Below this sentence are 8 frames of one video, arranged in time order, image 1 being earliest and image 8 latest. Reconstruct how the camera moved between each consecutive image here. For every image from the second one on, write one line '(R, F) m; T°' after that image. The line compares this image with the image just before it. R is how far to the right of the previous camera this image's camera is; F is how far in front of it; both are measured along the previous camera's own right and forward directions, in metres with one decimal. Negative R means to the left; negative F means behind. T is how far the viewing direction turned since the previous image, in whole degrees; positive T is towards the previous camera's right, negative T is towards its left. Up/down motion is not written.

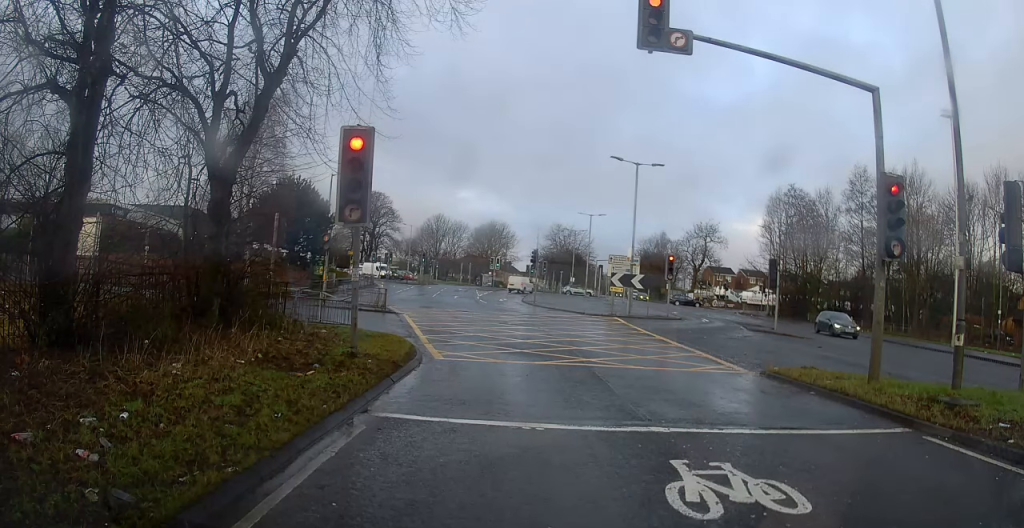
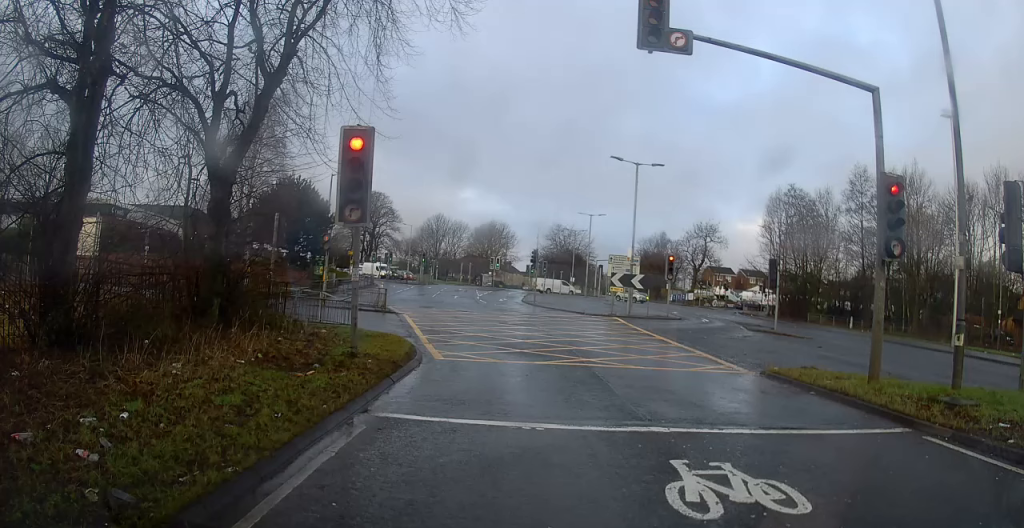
(0.0, 0.0) m; 0°
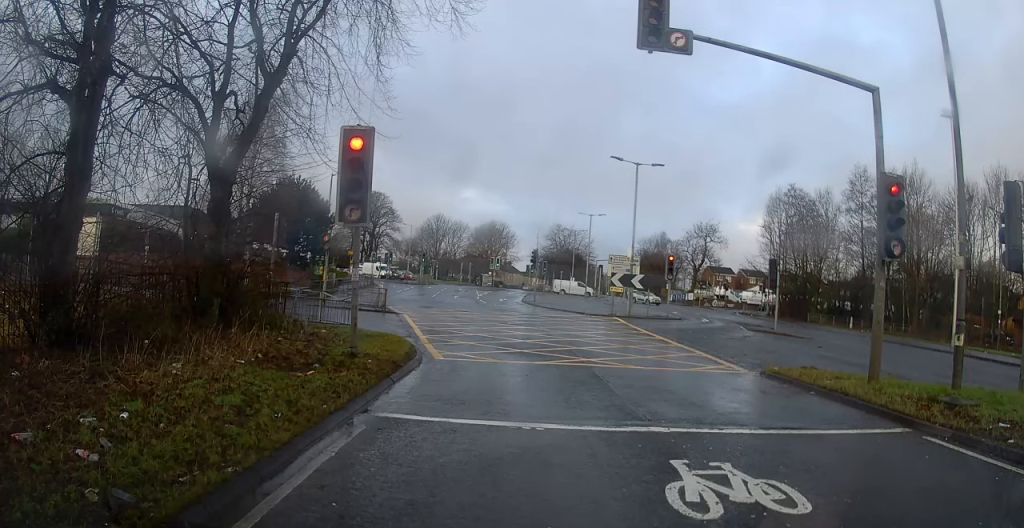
(0.0, 0.0) m; 0°
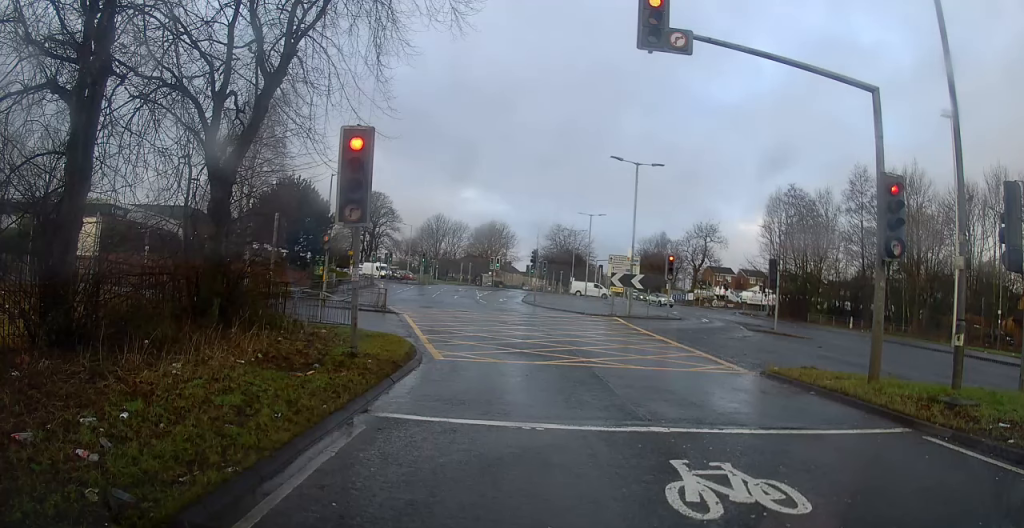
(0.0, 0.0) m; 0°
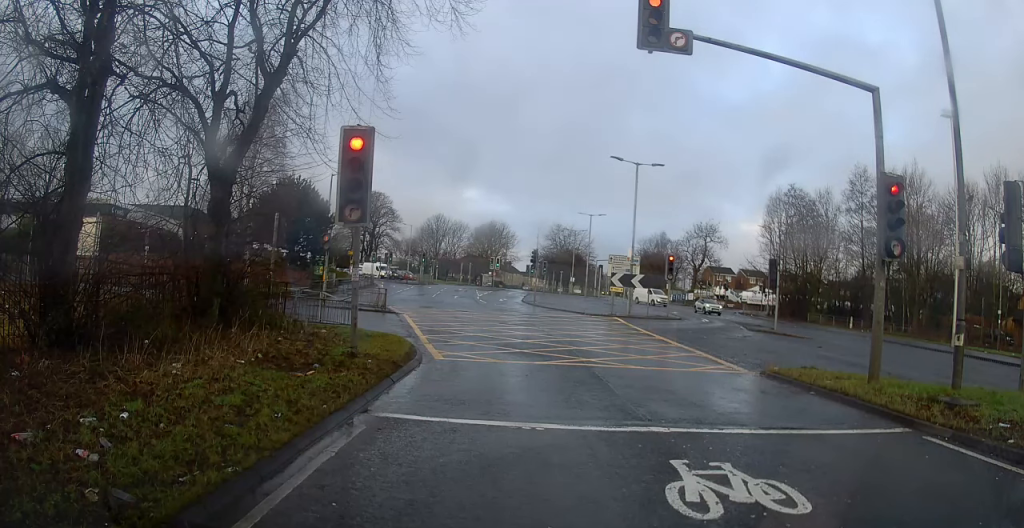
(0.0, 0.0) m; 0°
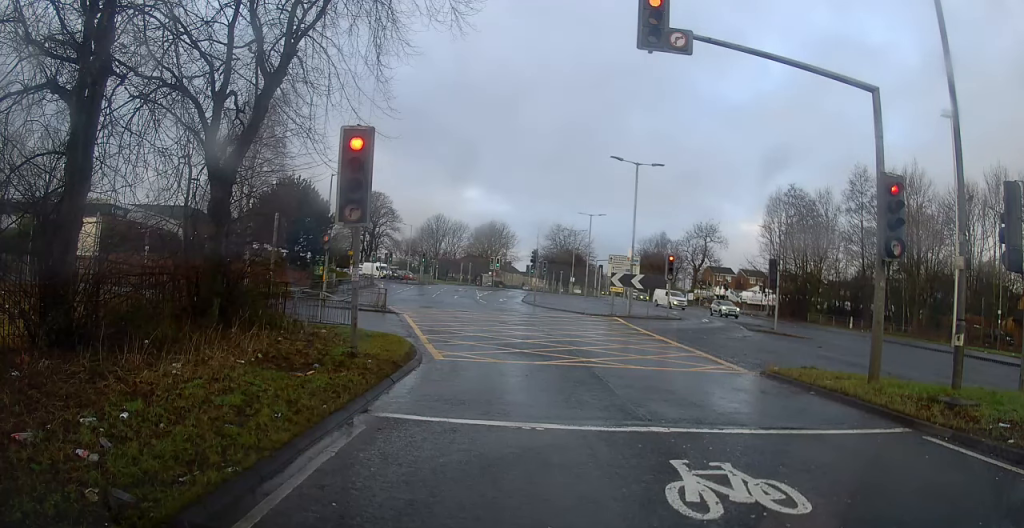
(0.0, 0.0) m; 0°
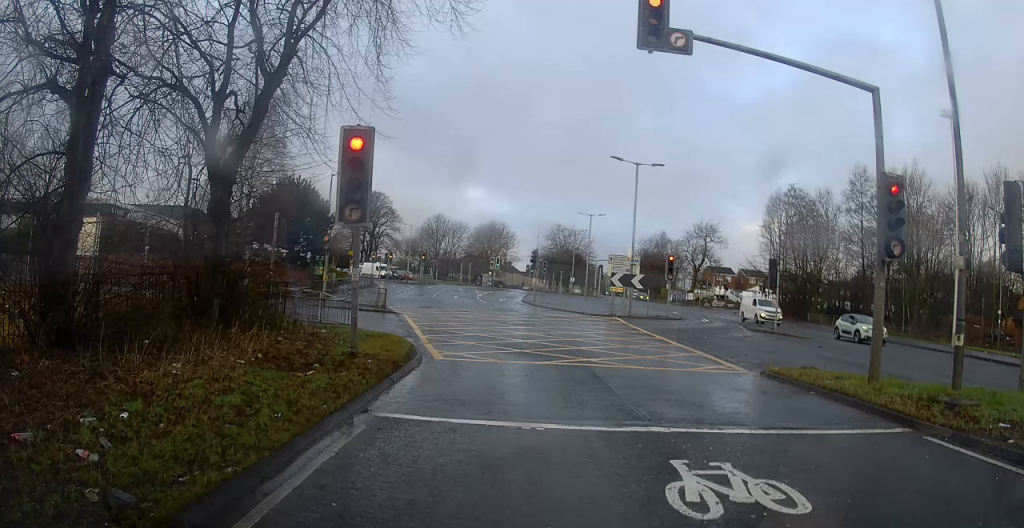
(0.0, 0.0) m; 0°
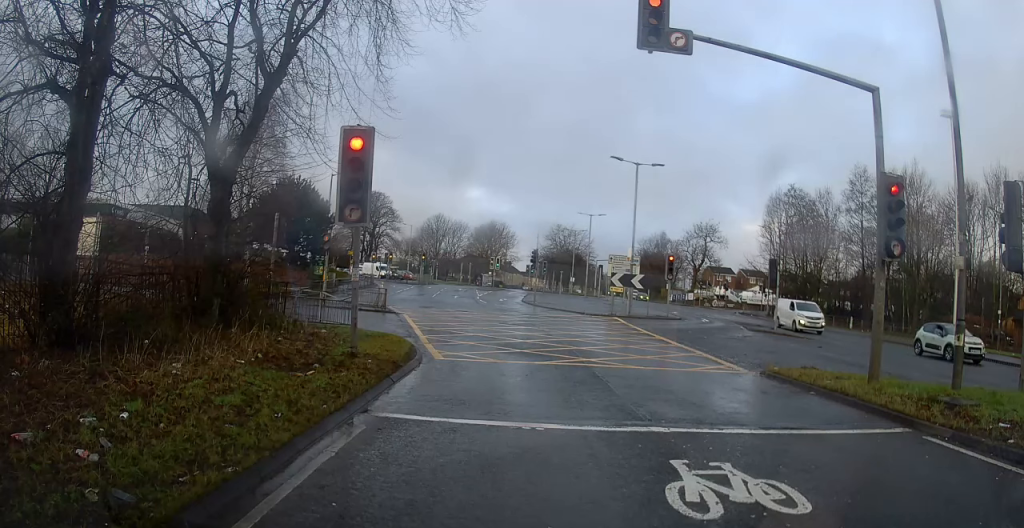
(0.0, 0.0) m; 0°
